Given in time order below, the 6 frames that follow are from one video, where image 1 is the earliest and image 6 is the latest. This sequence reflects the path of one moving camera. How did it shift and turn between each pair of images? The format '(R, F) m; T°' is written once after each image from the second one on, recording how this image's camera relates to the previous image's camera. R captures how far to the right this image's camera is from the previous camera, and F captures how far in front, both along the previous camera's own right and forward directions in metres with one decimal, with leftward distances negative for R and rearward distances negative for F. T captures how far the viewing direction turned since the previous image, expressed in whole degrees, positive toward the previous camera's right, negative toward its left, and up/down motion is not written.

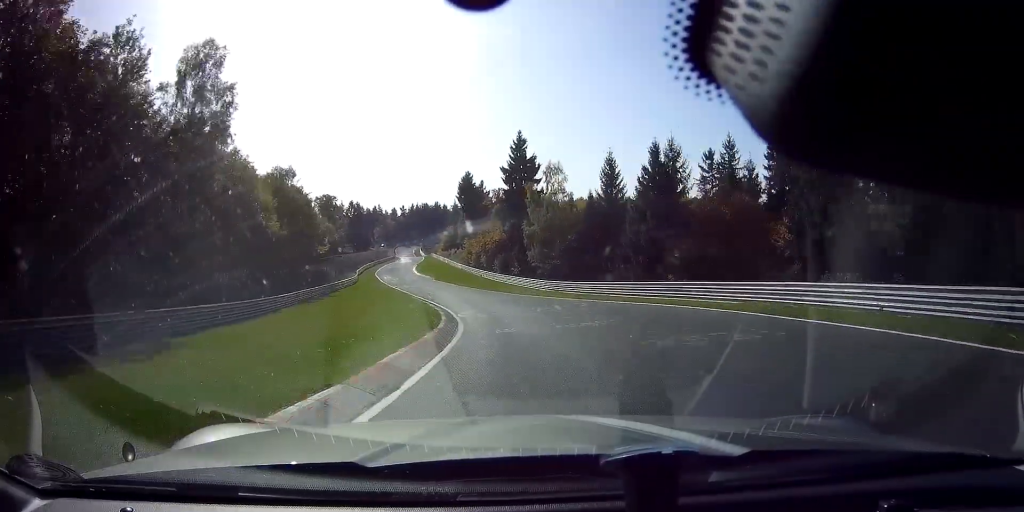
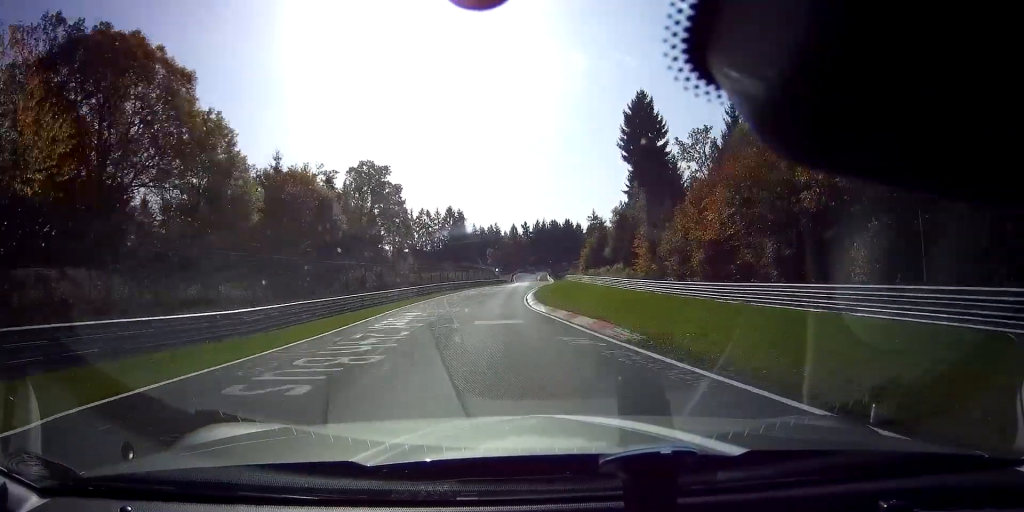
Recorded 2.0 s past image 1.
(-9.2, +70.3) m; -10°
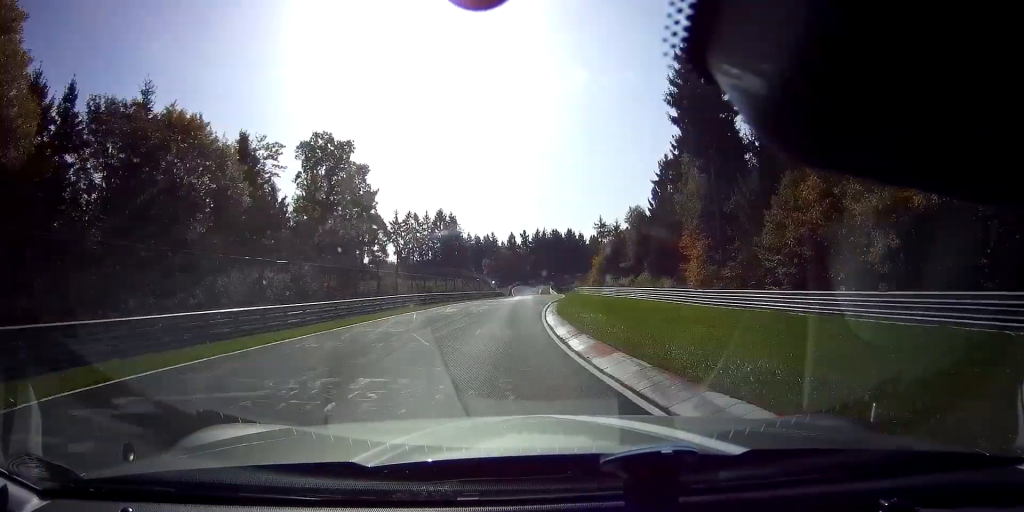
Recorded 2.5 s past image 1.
(-0.4, +19.9) m; 0°
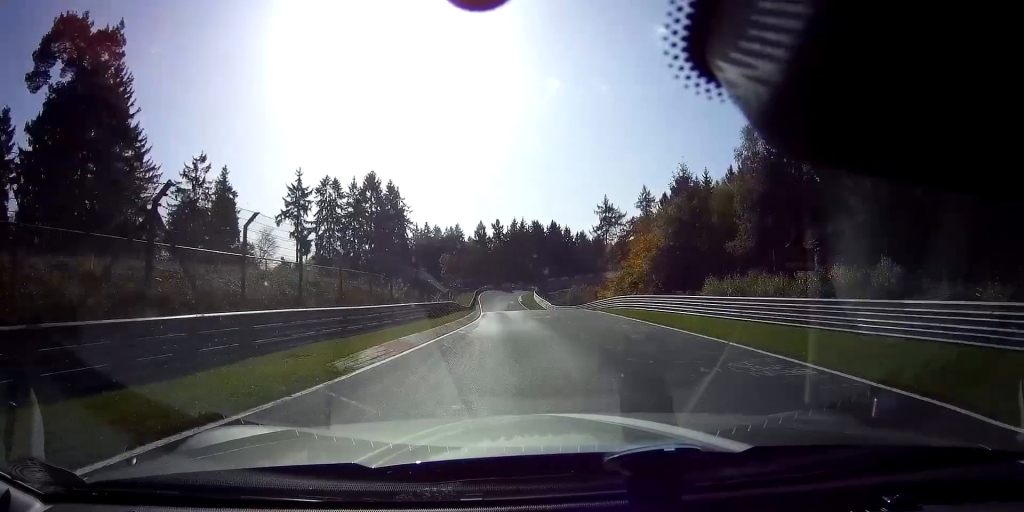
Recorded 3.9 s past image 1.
(+1.1, +53.5) m; +1°
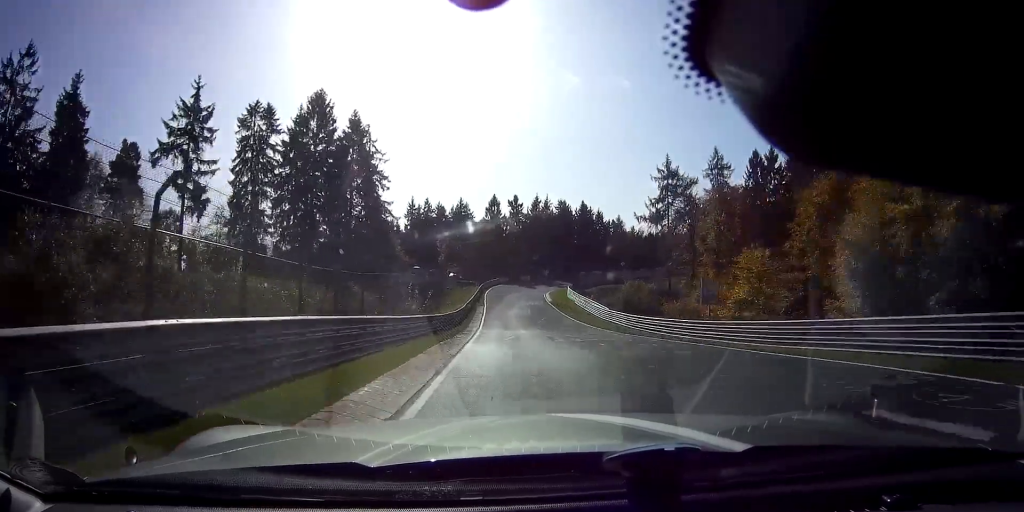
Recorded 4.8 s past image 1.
(0.0, +37.6) m; 0°
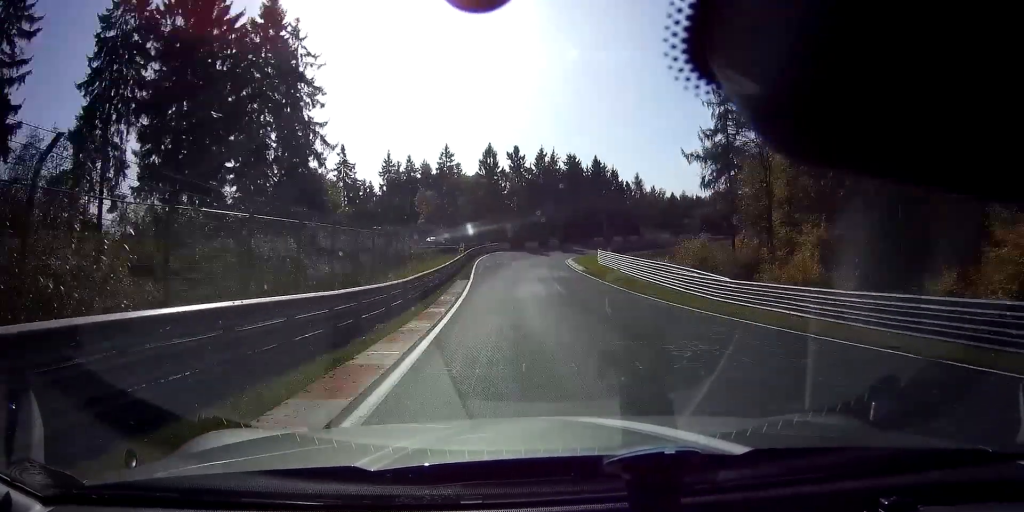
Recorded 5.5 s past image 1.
(-0.2, +26.3) m; +1°
